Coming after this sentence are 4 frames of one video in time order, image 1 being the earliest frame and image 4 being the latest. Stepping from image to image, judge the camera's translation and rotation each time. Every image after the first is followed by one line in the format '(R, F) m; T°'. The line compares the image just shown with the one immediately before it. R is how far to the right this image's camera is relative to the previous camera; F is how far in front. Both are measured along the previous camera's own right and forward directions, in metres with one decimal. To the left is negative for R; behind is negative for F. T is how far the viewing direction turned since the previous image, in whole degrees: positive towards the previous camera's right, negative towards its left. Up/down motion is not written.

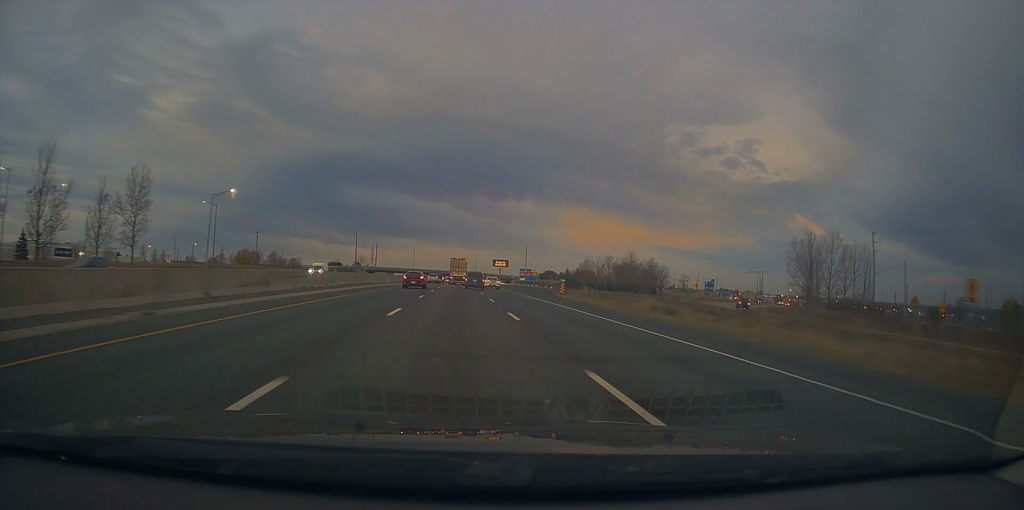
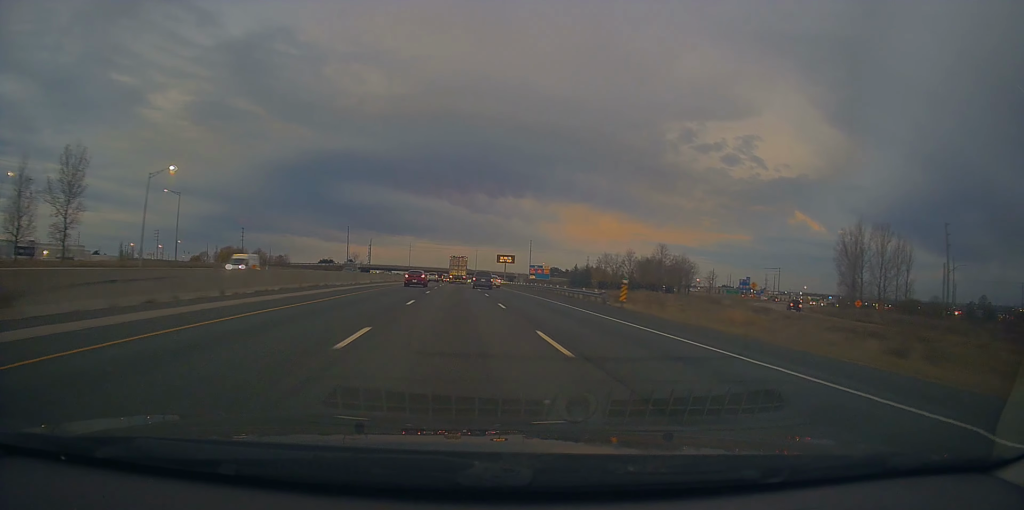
(-0.1, +19.0) m; 0°
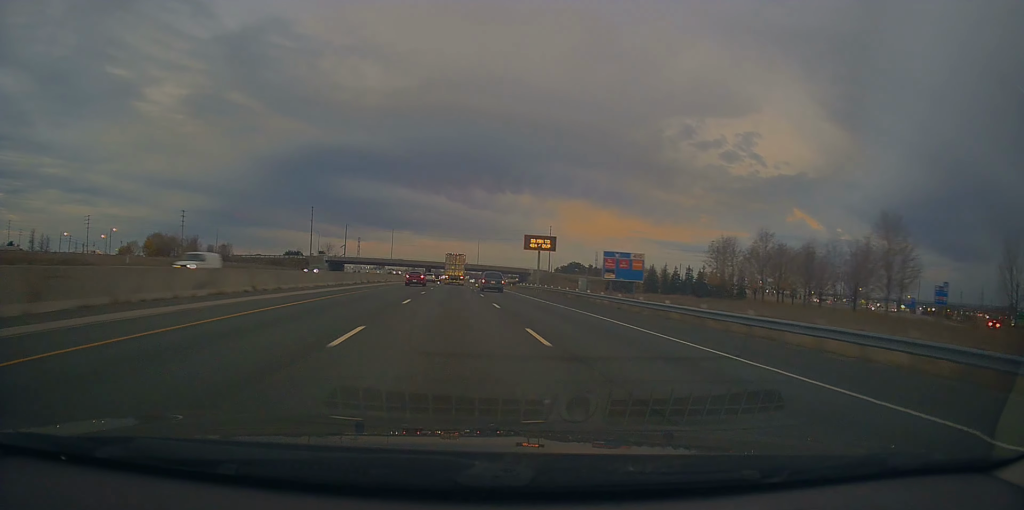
(+0.7, +59.8) m; +1°
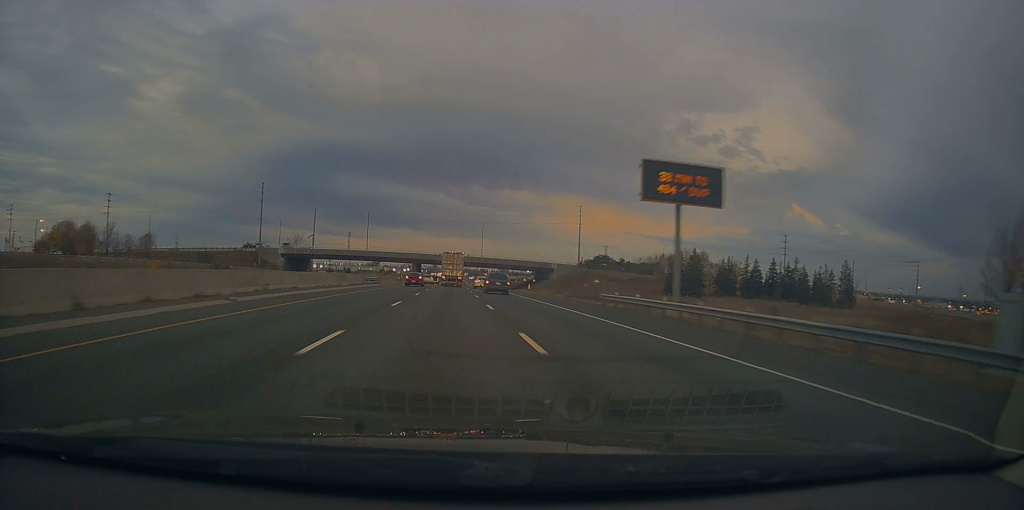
(-0.1, +49.9) m; 0°
